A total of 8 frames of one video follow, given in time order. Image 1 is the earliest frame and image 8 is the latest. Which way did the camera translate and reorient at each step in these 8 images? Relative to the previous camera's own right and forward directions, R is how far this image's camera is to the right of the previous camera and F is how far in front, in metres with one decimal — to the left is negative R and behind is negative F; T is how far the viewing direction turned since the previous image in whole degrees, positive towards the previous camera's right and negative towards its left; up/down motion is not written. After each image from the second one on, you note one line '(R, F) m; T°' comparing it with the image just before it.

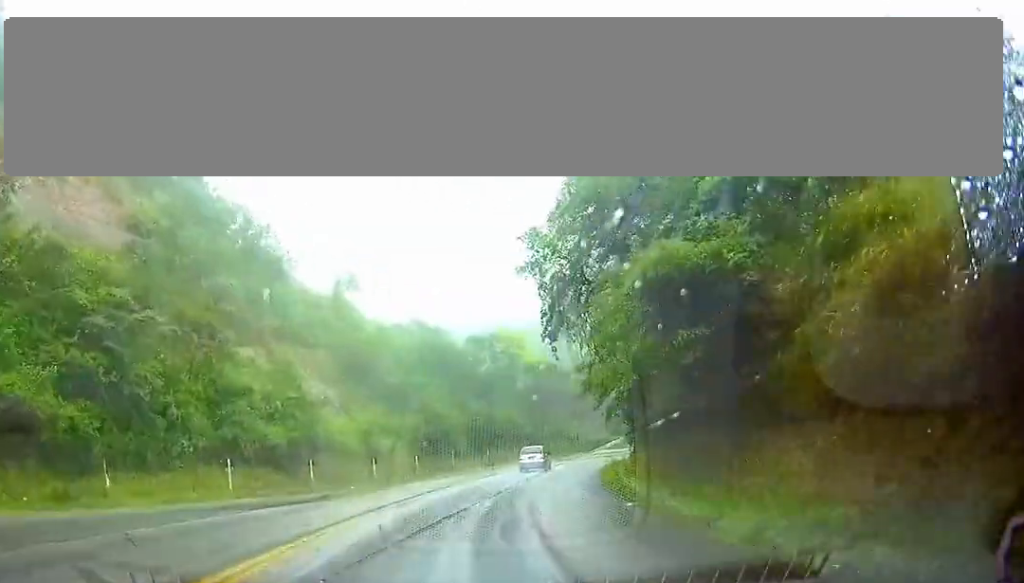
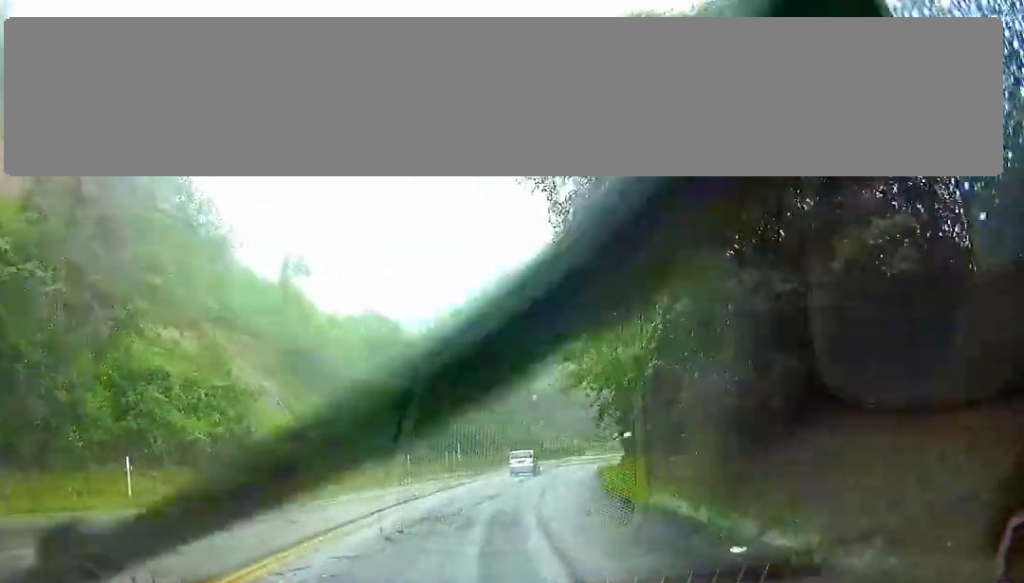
(0.0, +8.5) m; +3°
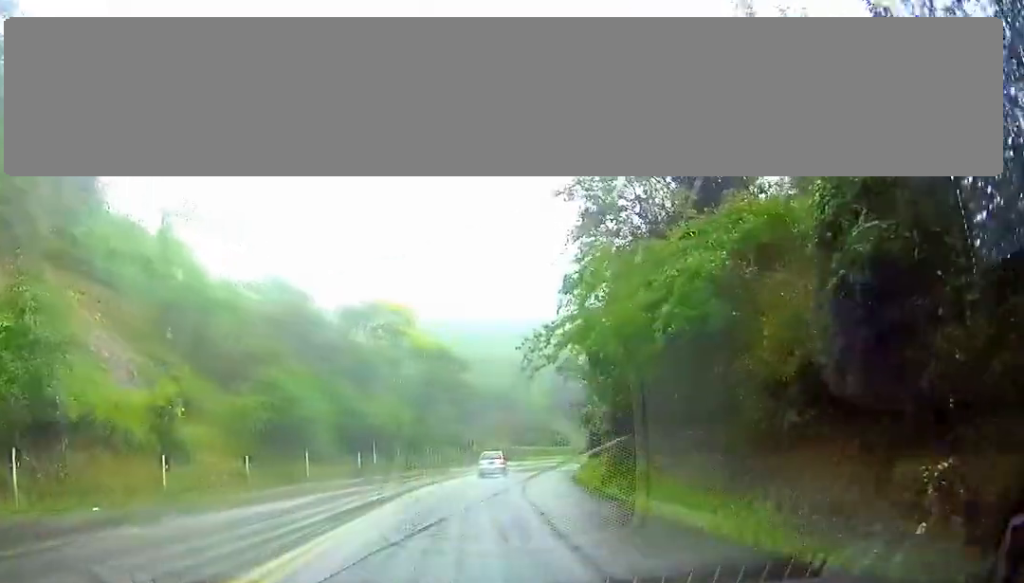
(+0.9, +16.4) m; +5°
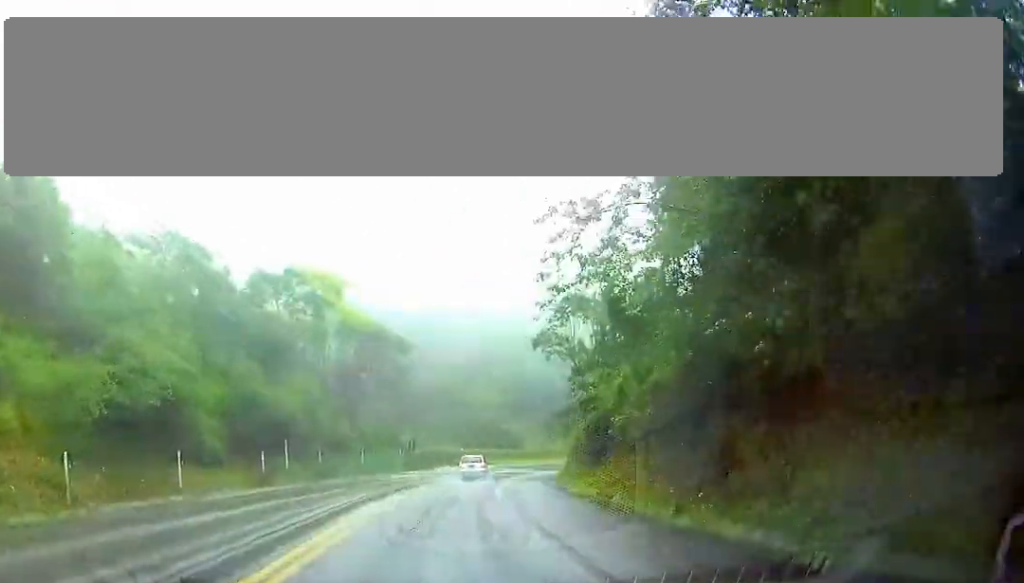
(+0.8, +16.7) m; +5°
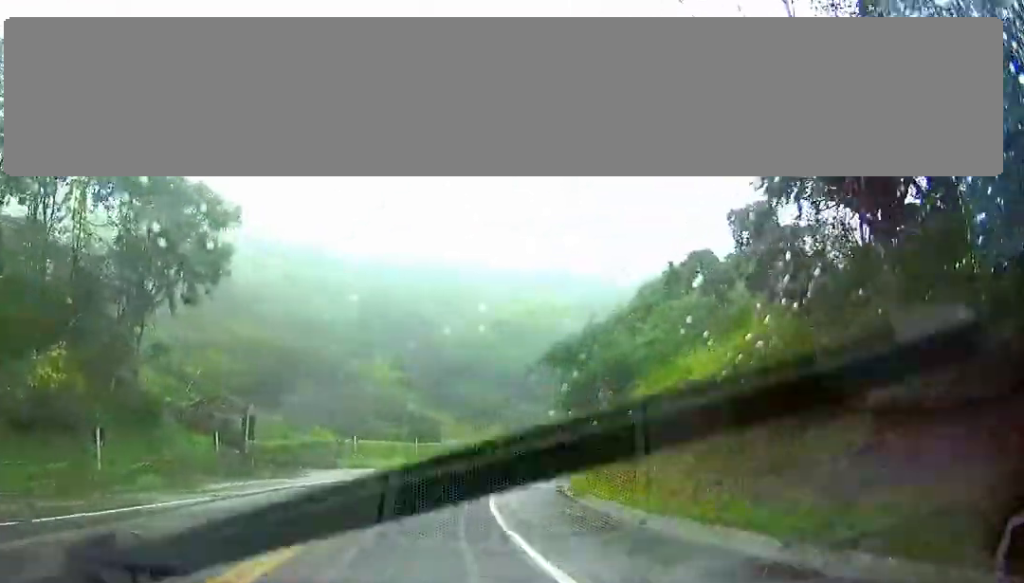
(+3.3, +40.0) m; +9°
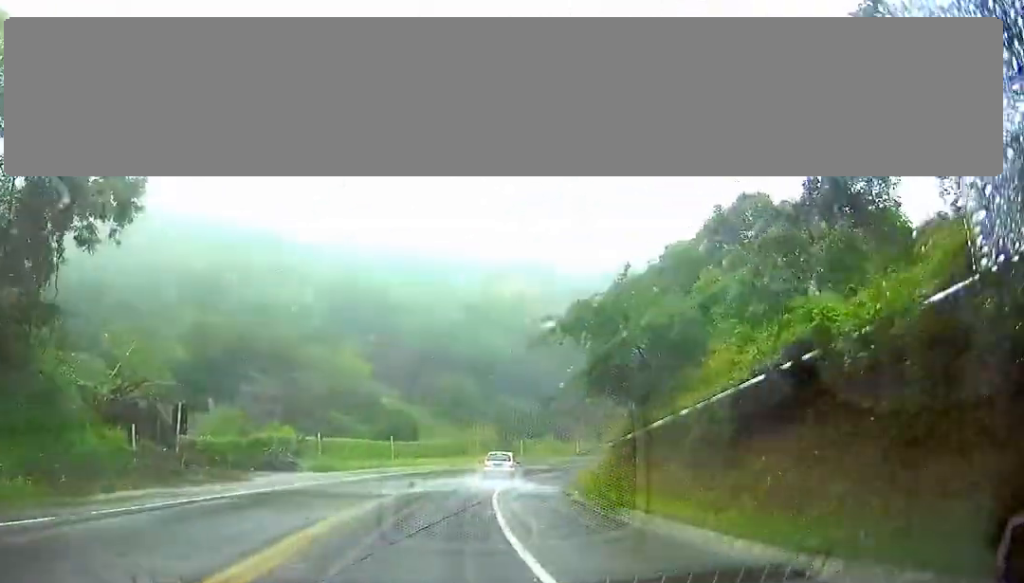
(+0.1, +8.5) m; +2°
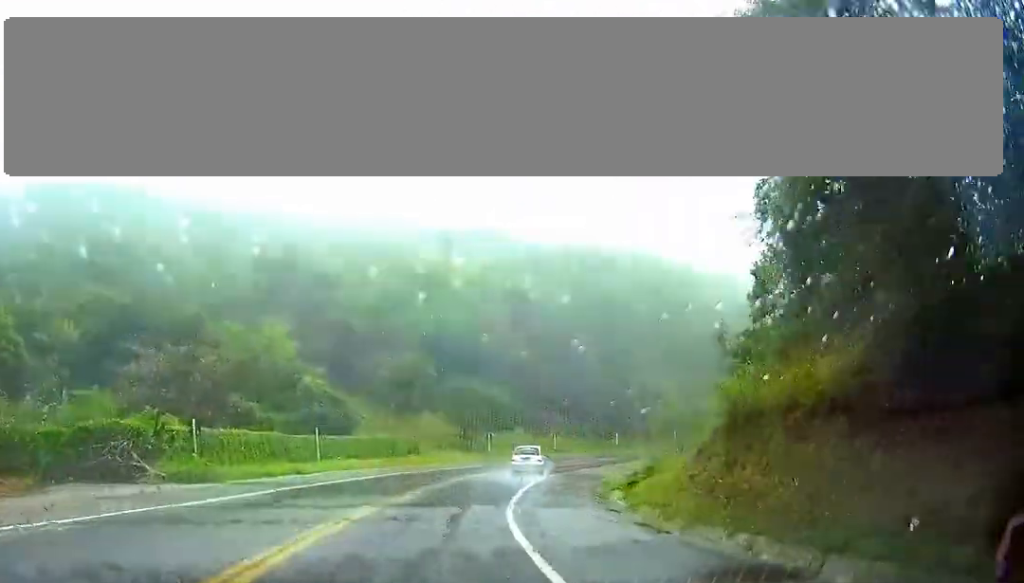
(+0.6, +17.9) m; +3°
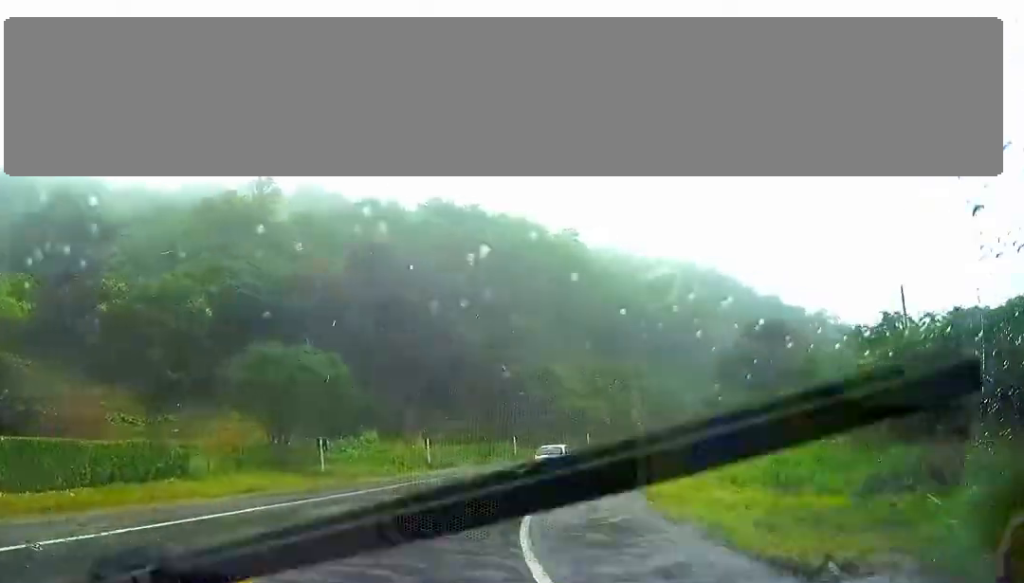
(+2.1, +29.7) m; +10°
